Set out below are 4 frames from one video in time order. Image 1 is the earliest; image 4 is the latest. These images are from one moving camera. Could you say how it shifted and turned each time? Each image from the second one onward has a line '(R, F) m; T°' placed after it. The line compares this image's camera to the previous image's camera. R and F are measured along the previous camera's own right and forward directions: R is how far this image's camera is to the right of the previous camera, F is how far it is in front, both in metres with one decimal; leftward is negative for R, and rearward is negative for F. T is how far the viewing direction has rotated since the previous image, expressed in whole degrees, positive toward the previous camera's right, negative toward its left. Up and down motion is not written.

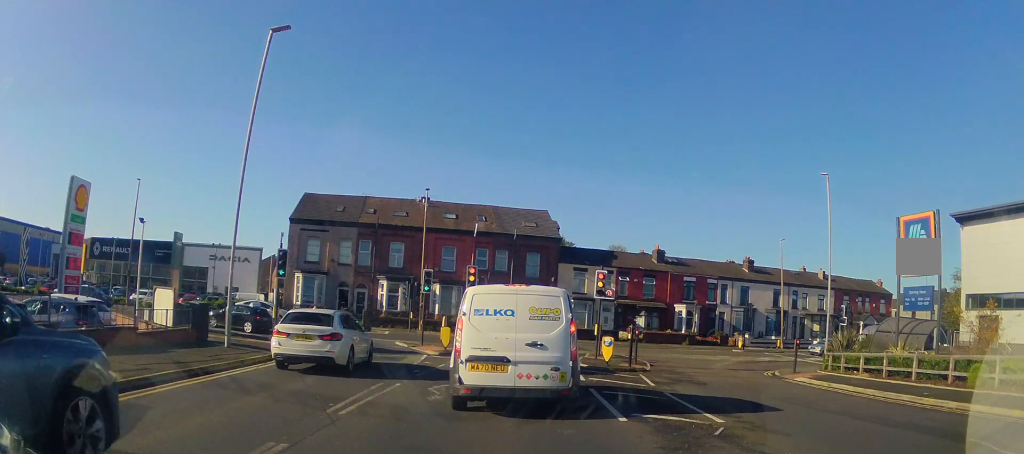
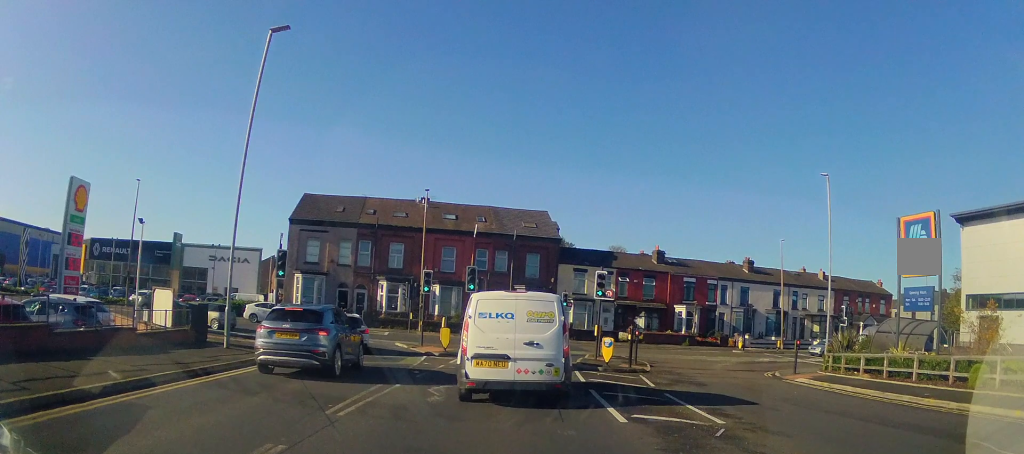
(0.0, 0.0) m; 0°
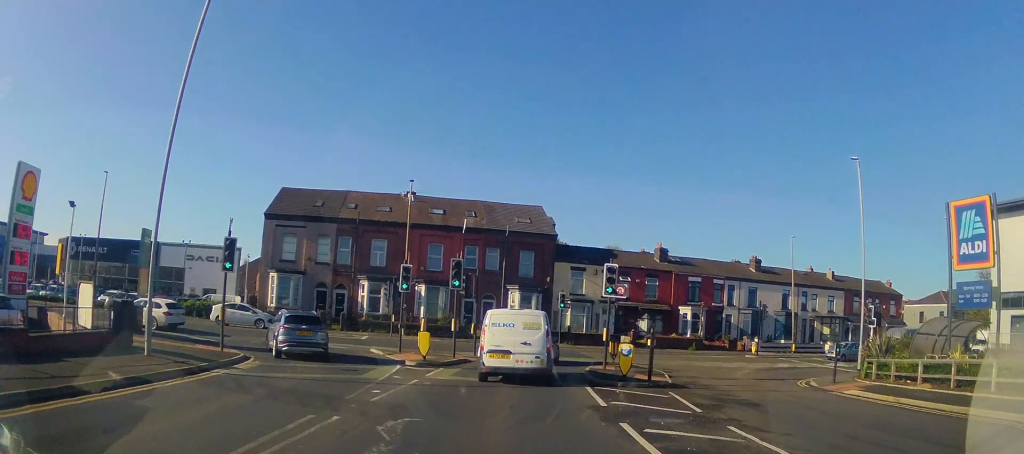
(-0.1, +1.8) m; +1°
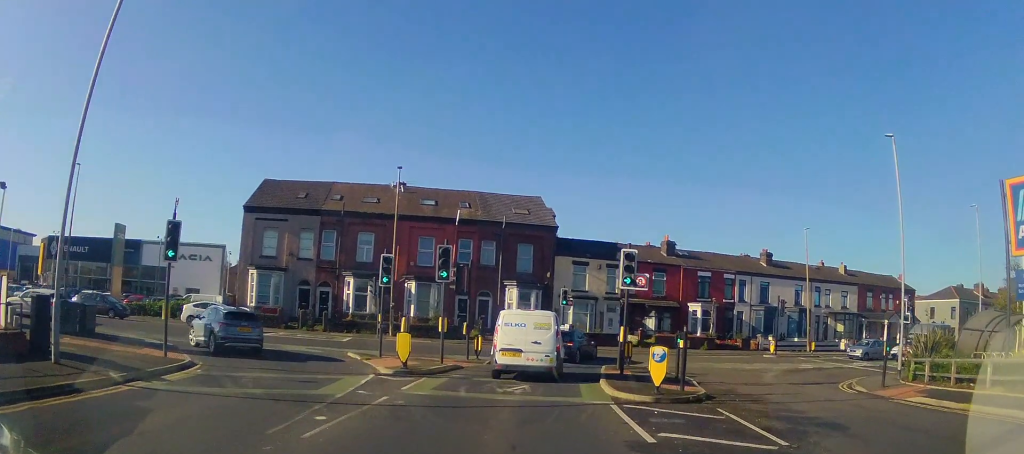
(+0.1, +2.6) m; +3°
